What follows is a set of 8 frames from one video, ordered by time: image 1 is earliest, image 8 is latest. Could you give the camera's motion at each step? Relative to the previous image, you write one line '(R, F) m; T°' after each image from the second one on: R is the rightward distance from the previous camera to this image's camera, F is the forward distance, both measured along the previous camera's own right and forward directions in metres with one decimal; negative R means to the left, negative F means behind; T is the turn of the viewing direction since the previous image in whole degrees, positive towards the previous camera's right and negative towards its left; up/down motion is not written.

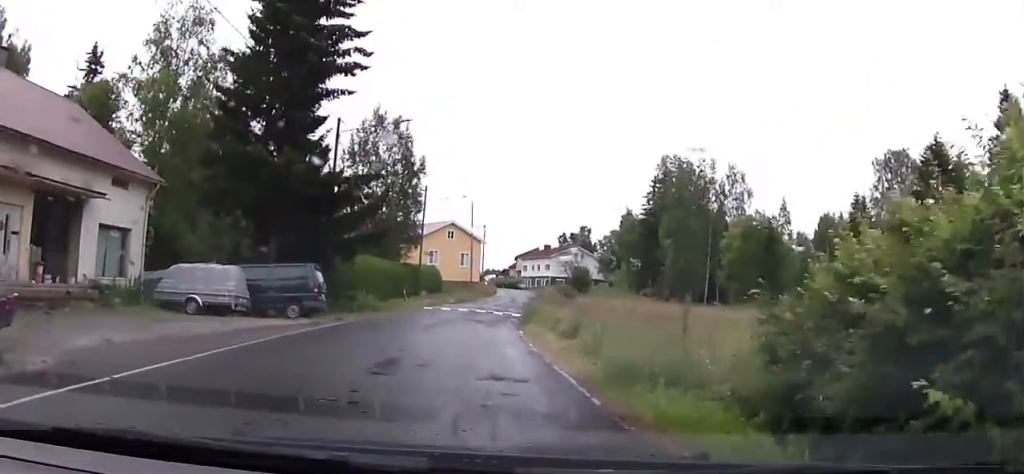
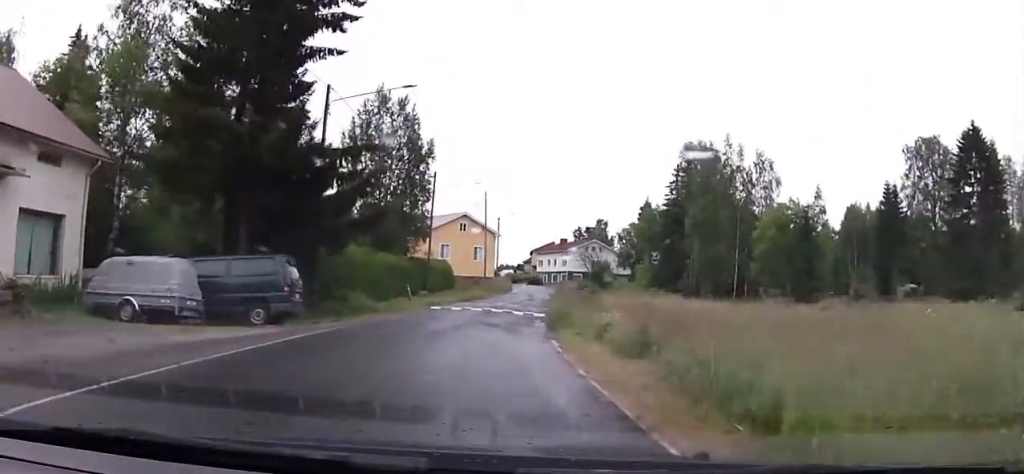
(0.0, +5.5) m; +4°
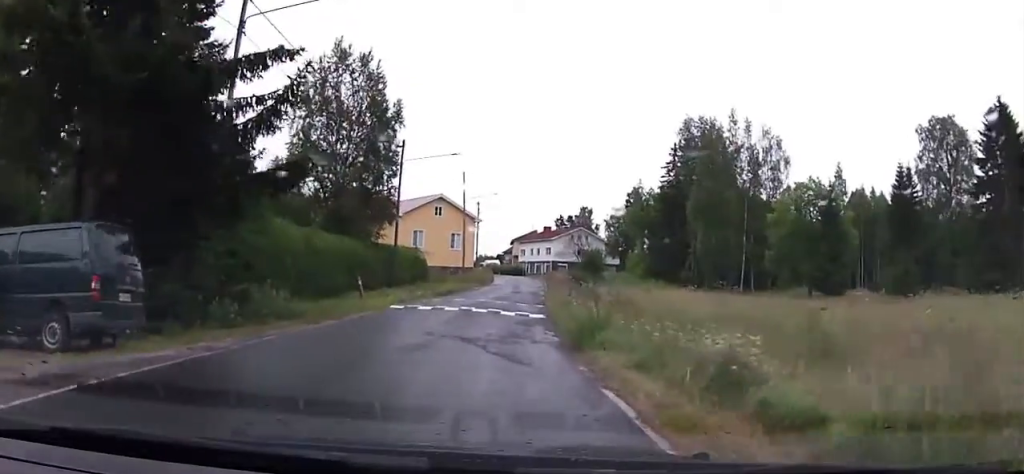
(+0.5, +8.9) m; +1°
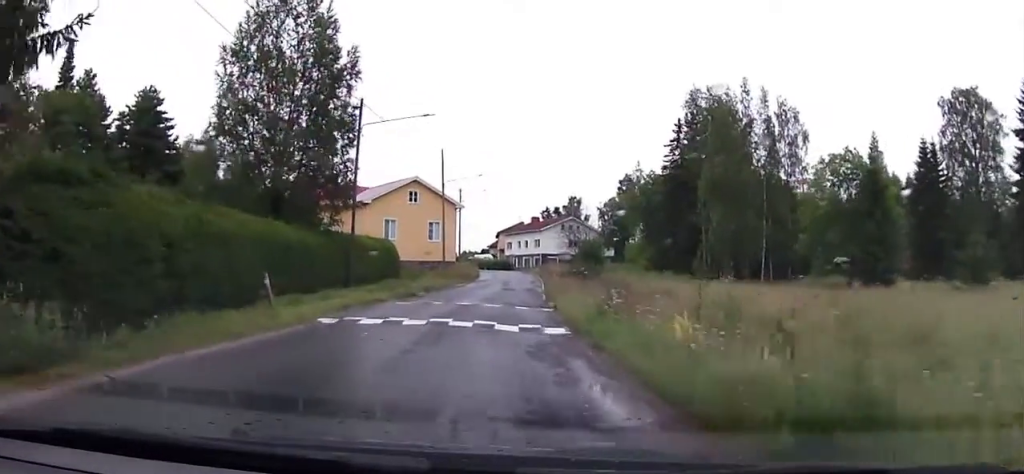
(-0.1, +9.6) m; 0°
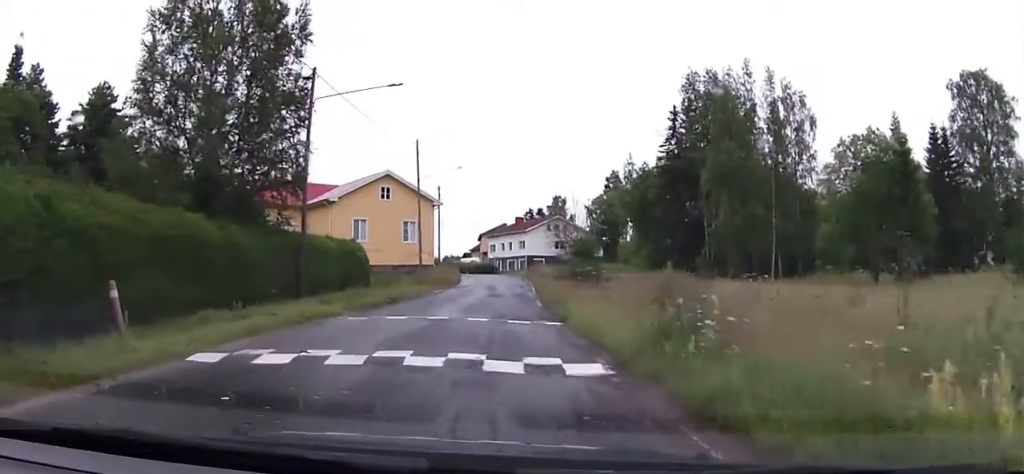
(-0.1, +6.3) m; 0°
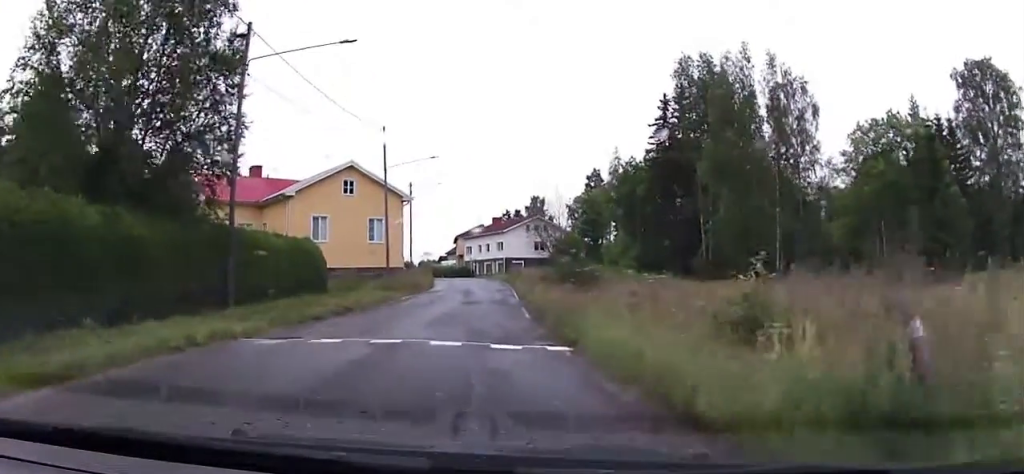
(0.0, +5.8) m; 0°
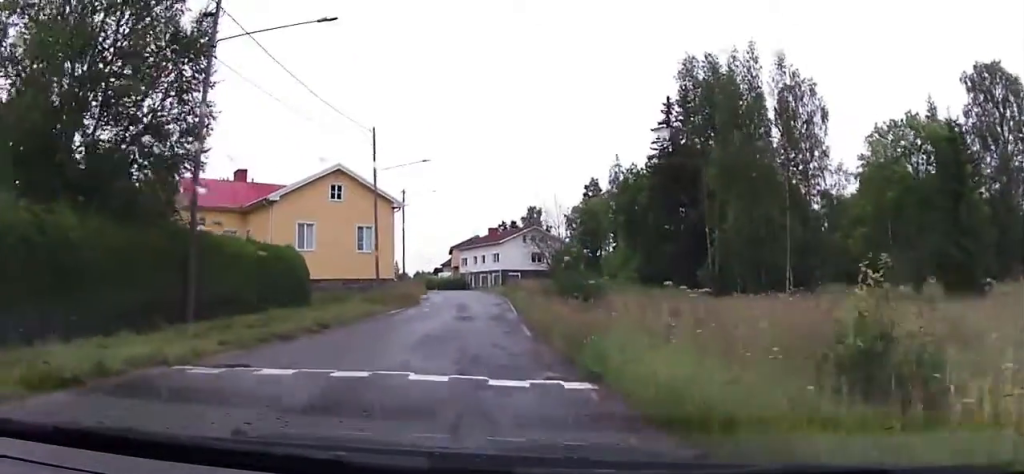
(+0.2, +2.9) m; 0°
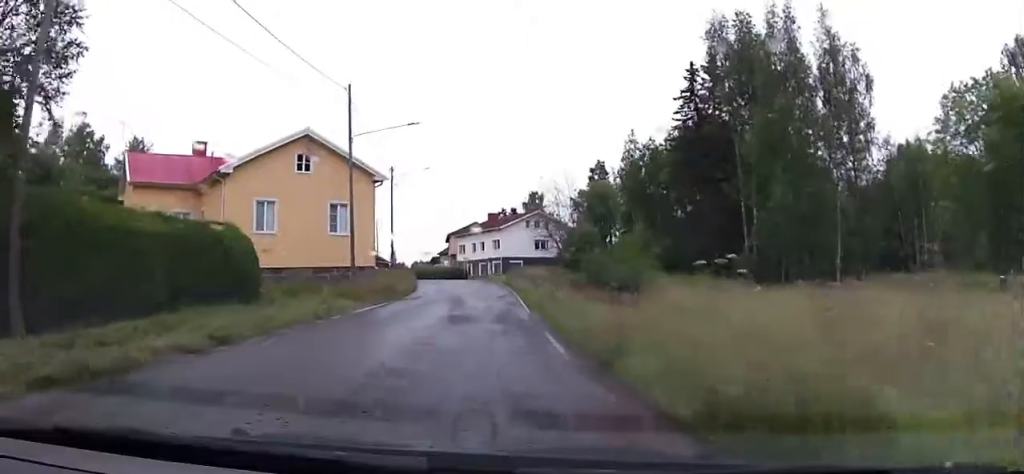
(-0.4, +8.4) m; 0°
